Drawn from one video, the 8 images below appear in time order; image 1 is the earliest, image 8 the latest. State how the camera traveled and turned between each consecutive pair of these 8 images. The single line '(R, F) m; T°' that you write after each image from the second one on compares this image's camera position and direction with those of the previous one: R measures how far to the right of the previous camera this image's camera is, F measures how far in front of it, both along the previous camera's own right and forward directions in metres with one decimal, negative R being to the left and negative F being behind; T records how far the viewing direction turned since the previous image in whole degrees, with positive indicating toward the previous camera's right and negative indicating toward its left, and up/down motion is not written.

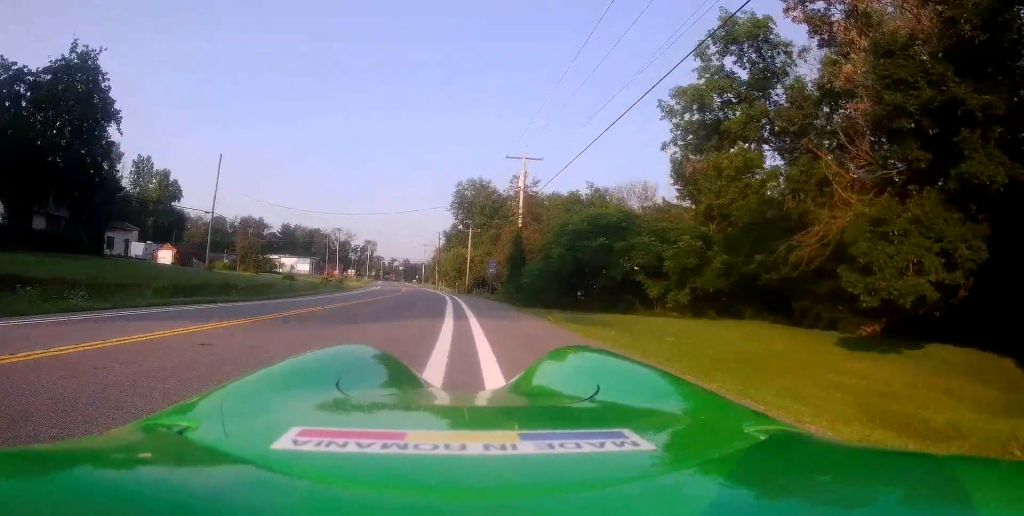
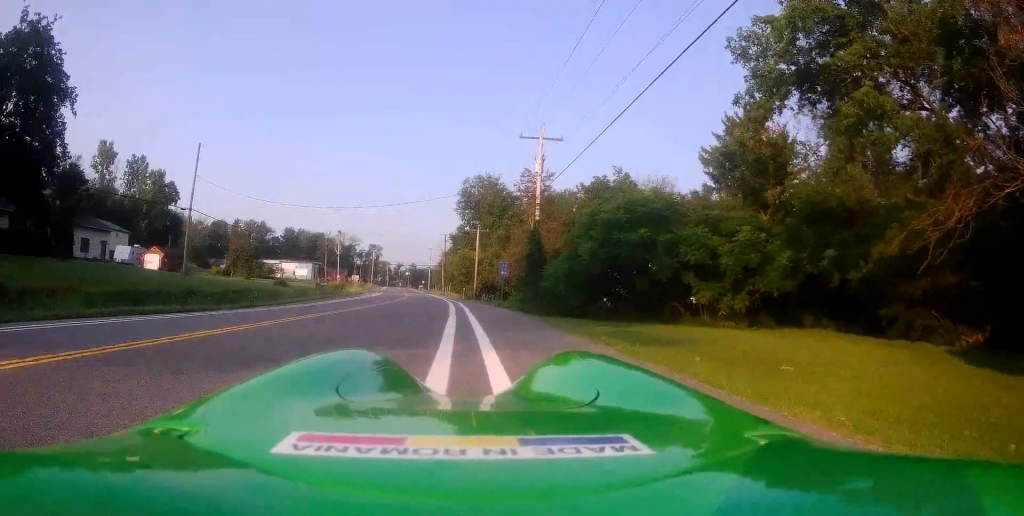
(-0.4, +10.7) m; -3°
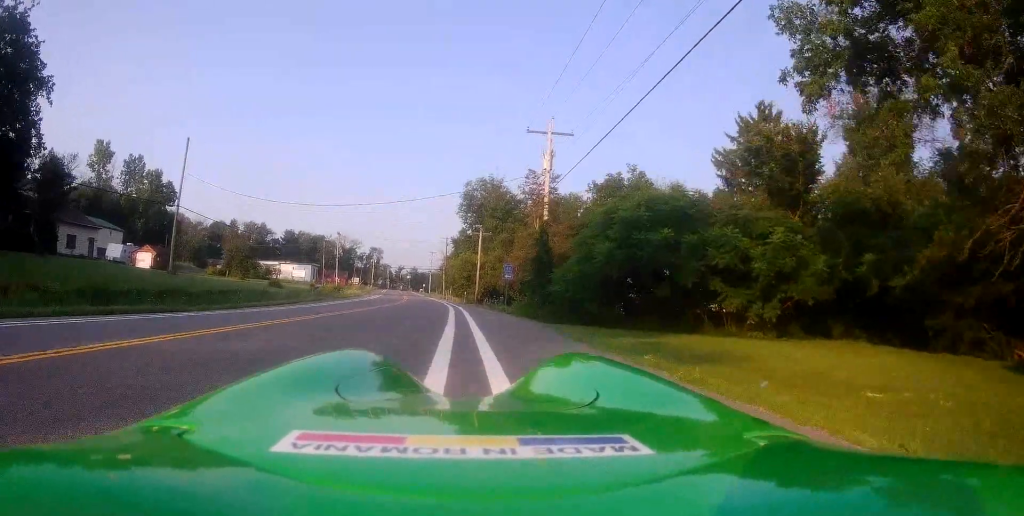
(0.0, +2.5) m; 0°
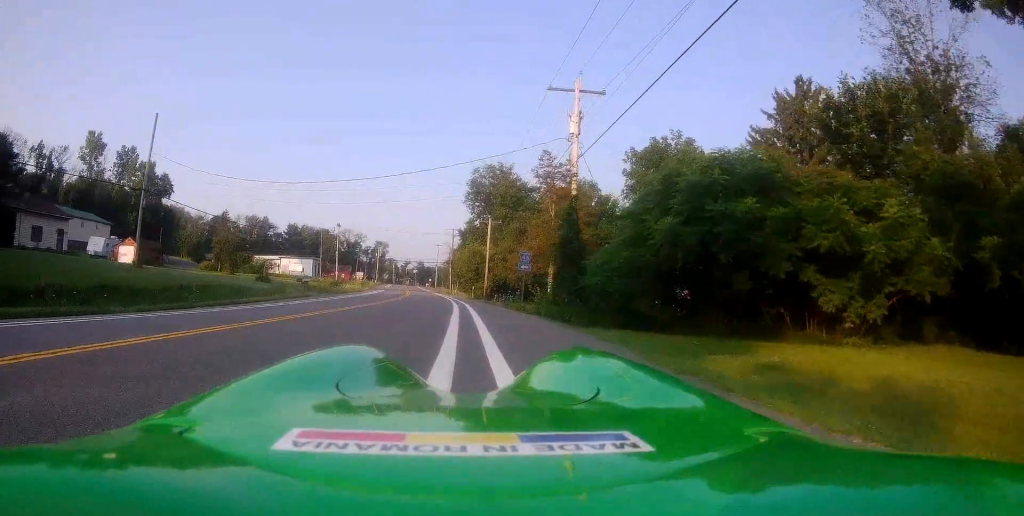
(0.0, +5.8) m; 0°
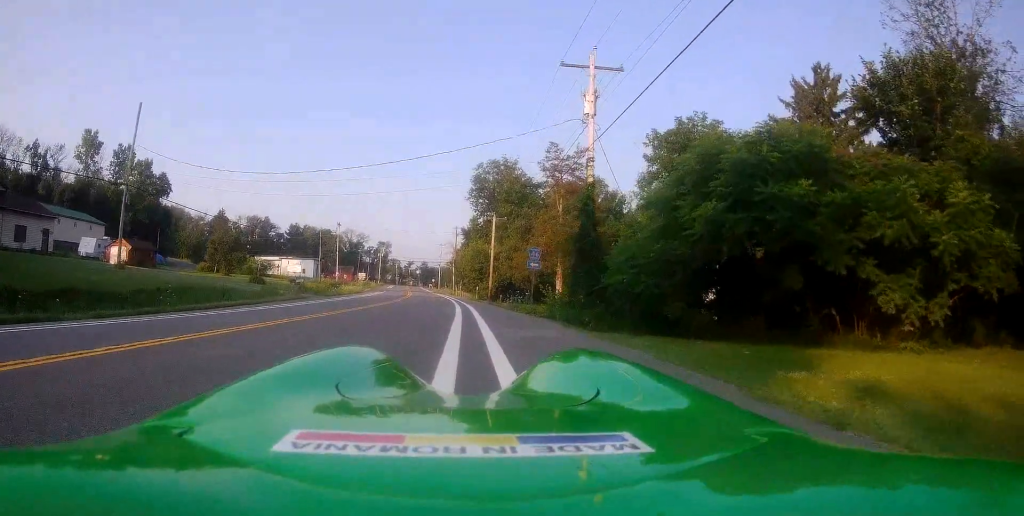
(0.0, +2.7) m; -1°
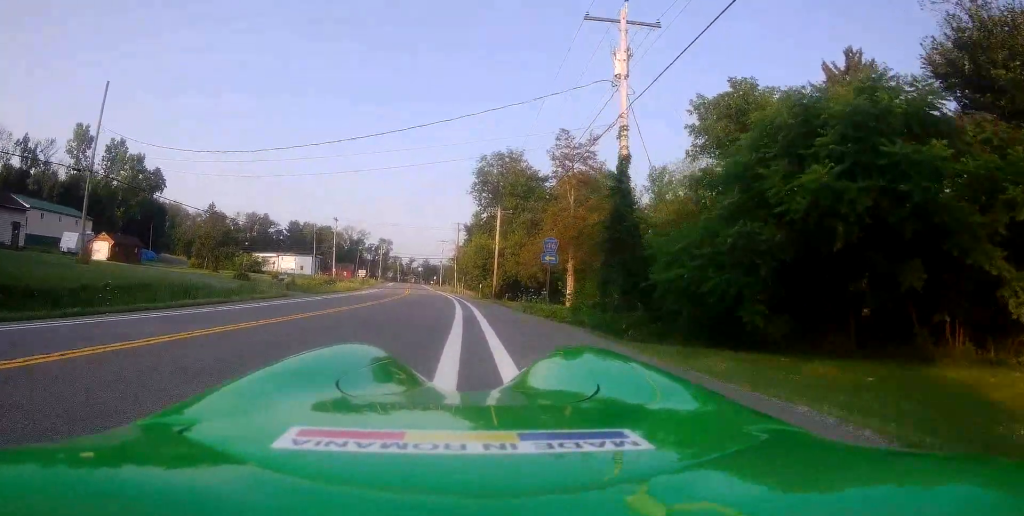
(0.0, +4.3) m; -2°
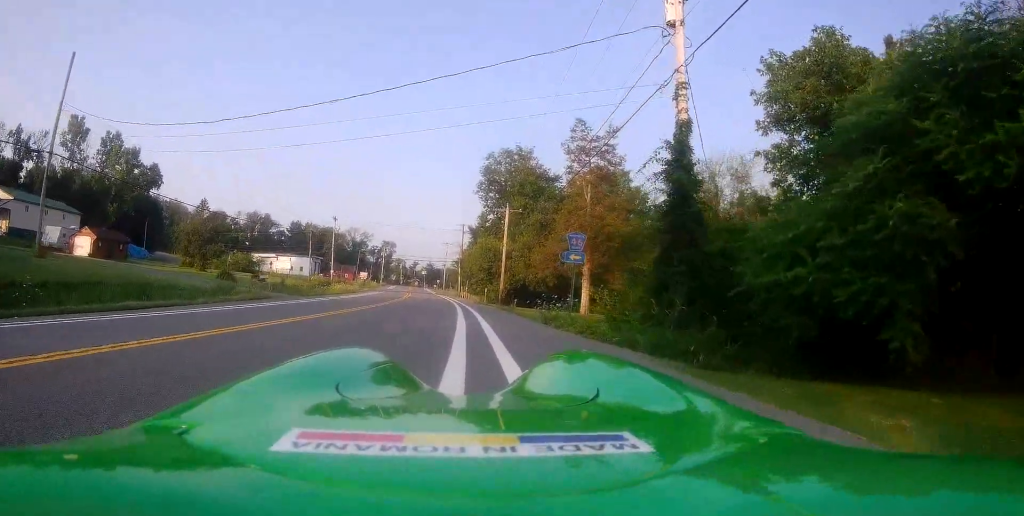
(-0.2, +4.3) m; 0°
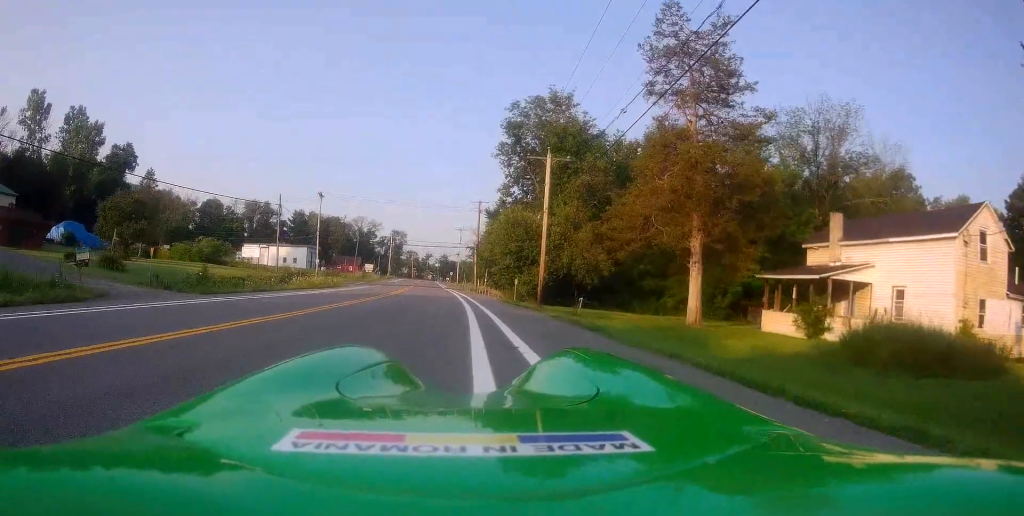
(+1.4, +17.9) m; +7°
